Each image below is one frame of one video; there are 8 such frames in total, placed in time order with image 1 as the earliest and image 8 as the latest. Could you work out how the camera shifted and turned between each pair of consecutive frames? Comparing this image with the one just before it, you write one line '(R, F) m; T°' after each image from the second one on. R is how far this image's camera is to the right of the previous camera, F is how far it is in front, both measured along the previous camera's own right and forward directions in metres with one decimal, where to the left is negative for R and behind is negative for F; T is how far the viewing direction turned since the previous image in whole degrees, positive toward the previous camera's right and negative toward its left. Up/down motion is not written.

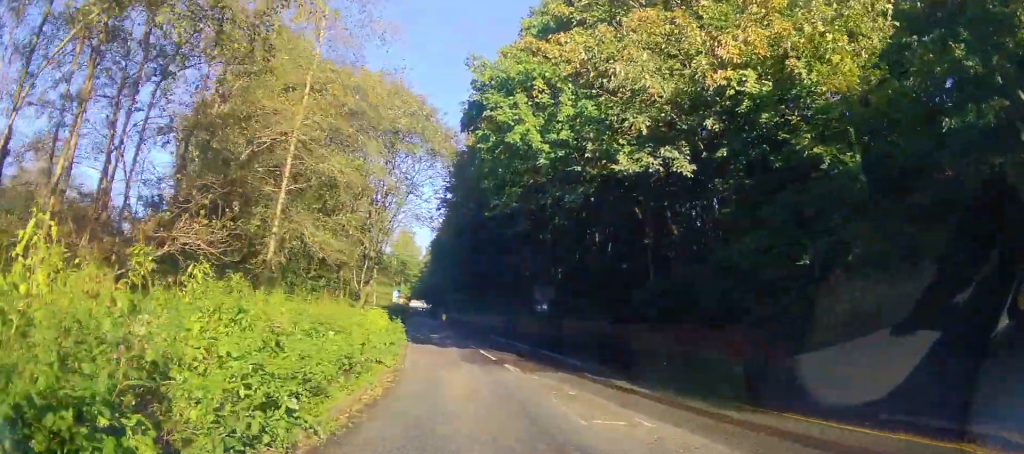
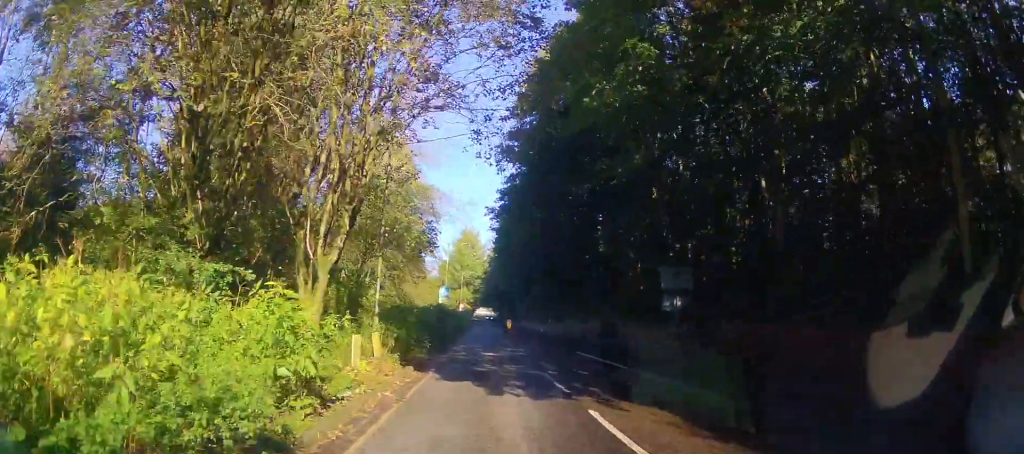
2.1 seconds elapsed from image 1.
(-0.2, +12.8) m; -2°
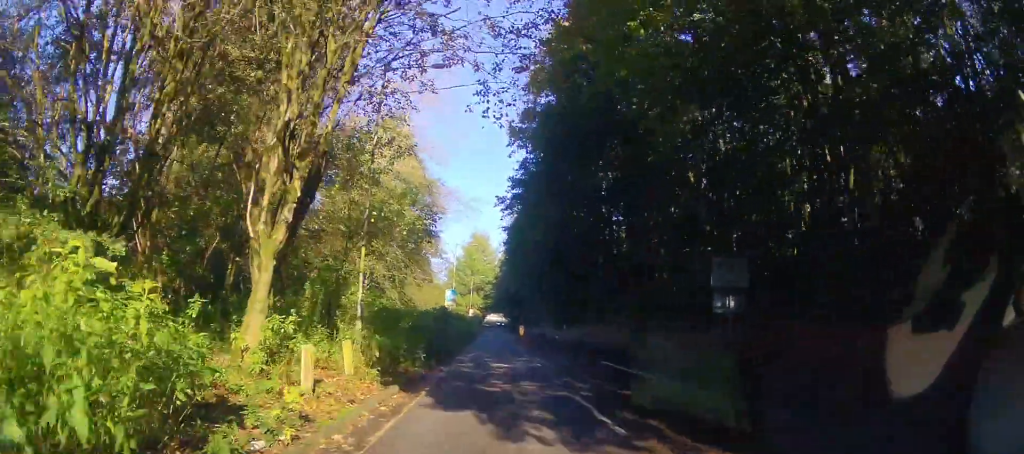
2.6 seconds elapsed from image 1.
(-0.1, +3.3) m; -1°
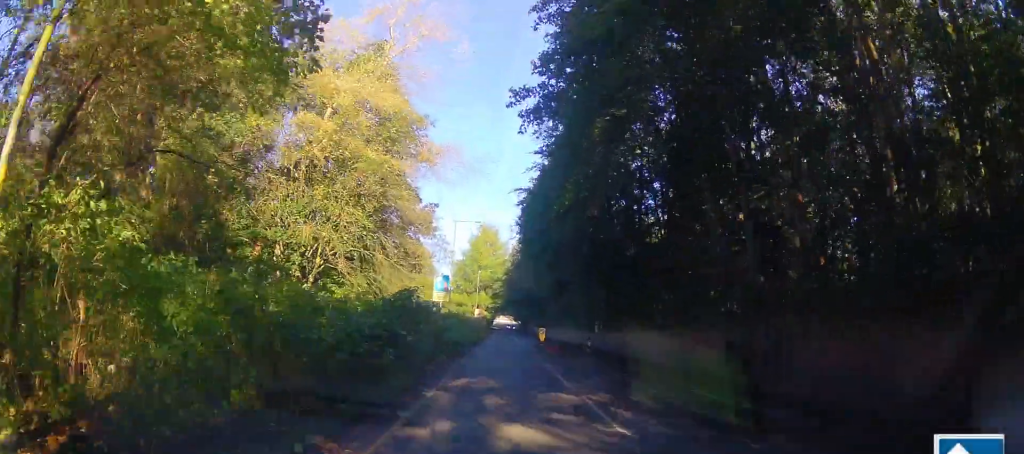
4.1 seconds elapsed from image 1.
(-0.3, +10.2) m; -2°
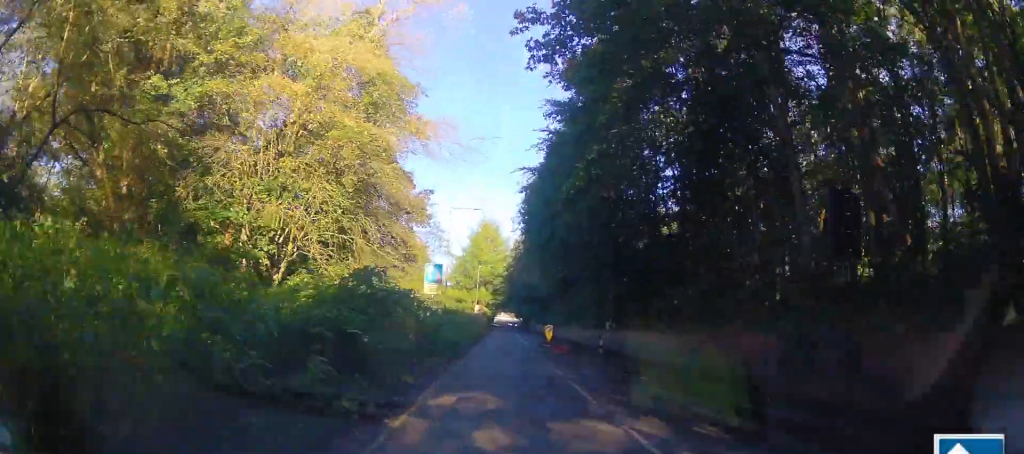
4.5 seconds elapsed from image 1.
(0.0, +3.1) m; -2°
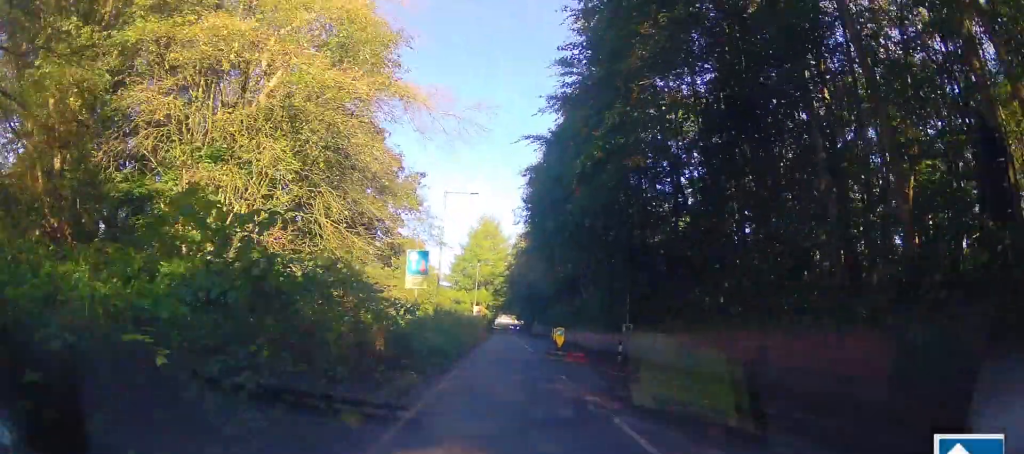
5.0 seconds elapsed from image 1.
(+0.1, +3.9) m; -2°
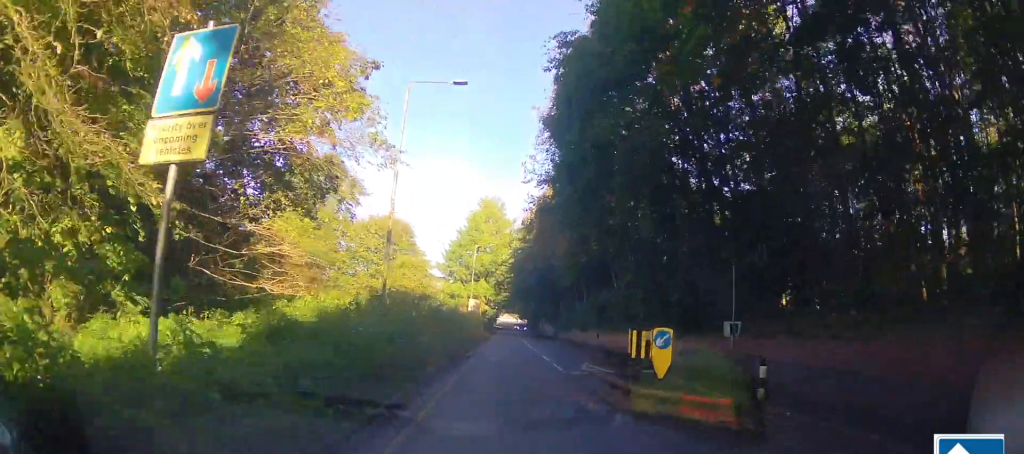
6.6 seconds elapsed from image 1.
(-0.5, +12.3) m; -1°
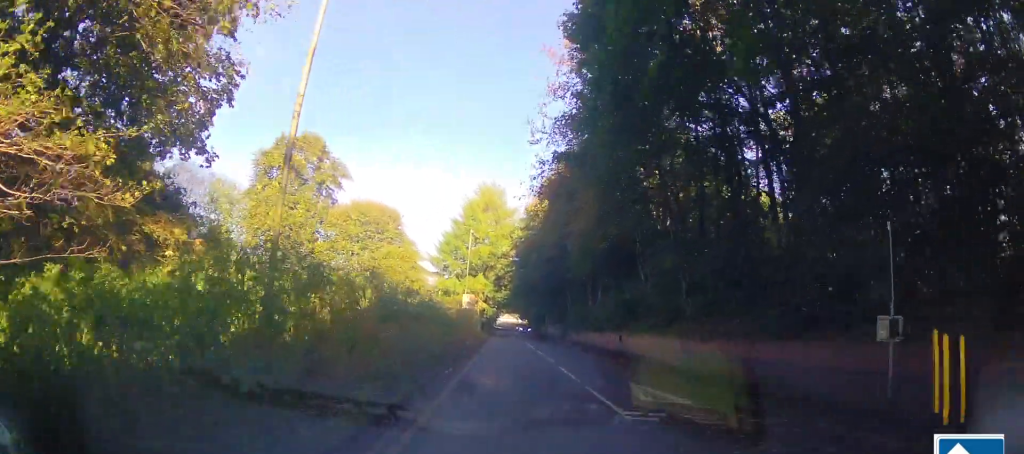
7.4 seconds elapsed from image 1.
(+0.1, +7.1) m; +1°
